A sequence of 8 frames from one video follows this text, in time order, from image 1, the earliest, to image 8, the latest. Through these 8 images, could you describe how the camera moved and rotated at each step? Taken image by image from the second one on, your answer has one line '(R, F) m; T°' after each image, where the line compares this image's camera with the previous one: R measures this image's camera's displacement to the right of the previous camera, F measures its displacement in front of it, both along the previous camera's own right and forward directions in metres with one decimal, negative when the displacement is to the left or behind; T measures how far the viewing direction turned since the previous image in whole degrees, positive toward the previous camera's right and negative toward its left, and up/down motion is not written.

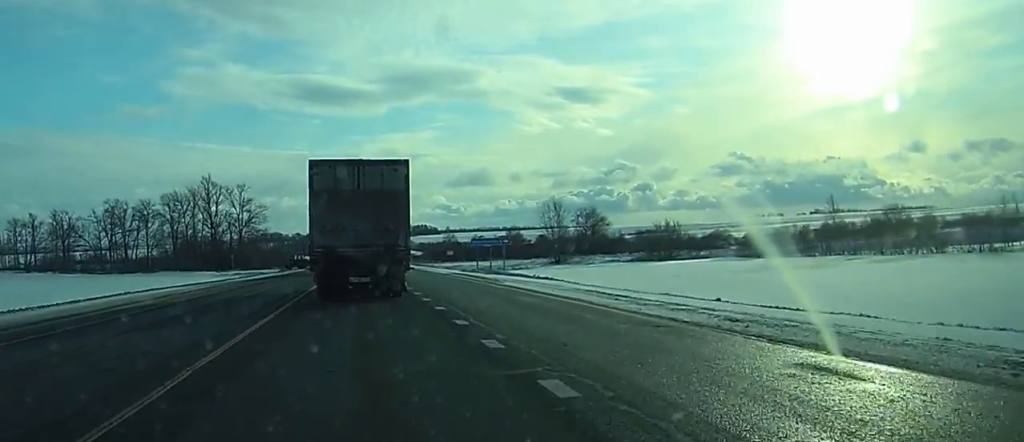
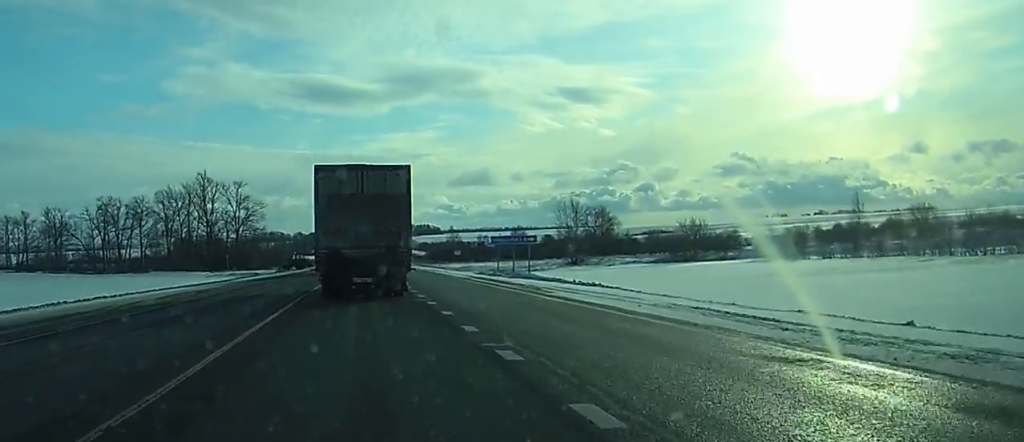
(0.0, +9.2) m; 0°
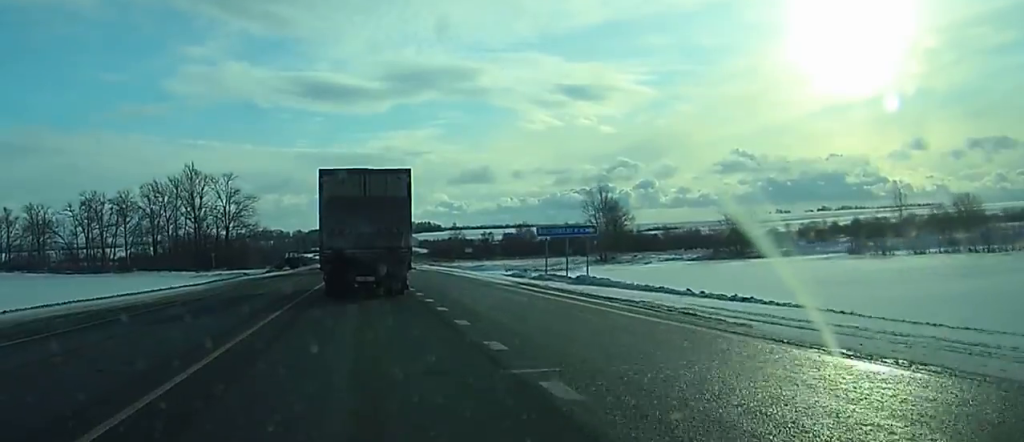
(0.0, +14.9) m; -1°
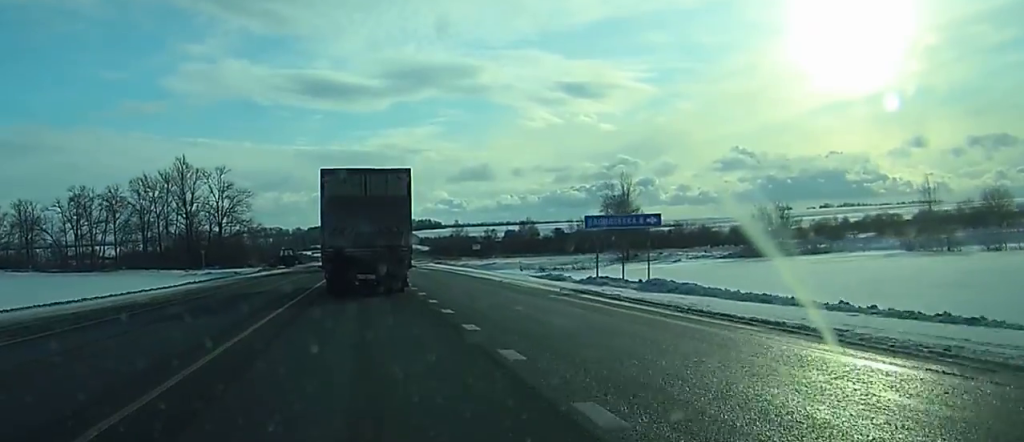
(-0.1, +9.2) m; -1°
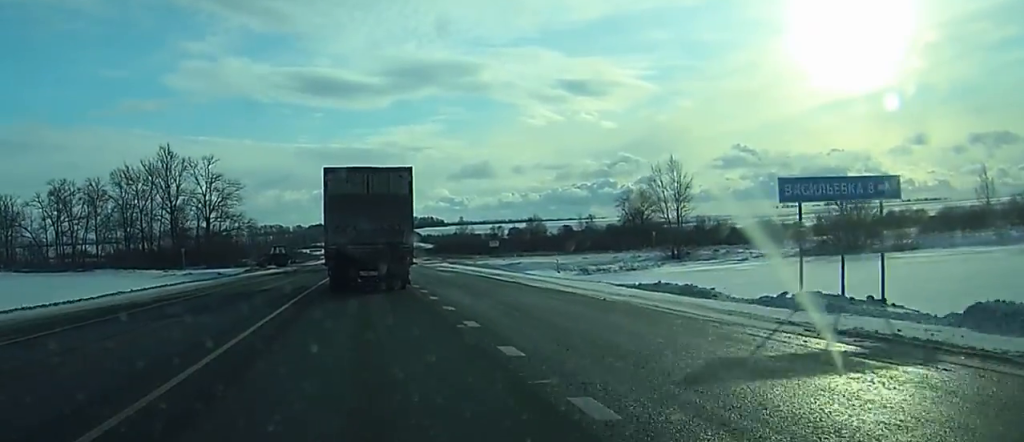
(-0.1, +15.6) m; 0°
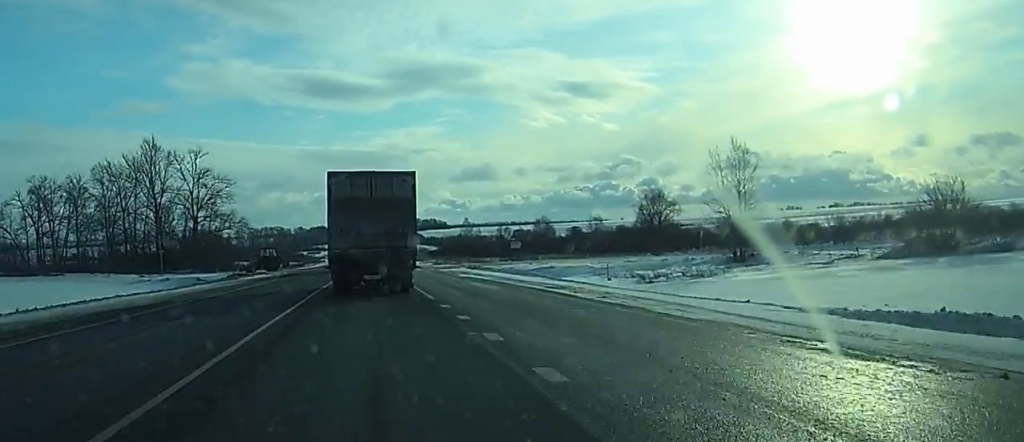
(0.0, +13.9) m; 0°
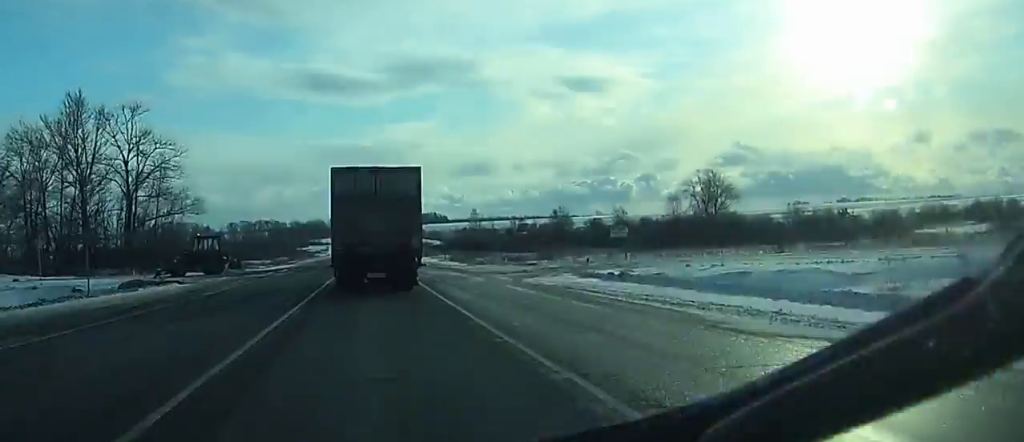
(+0.2, +39.3) m; +1°
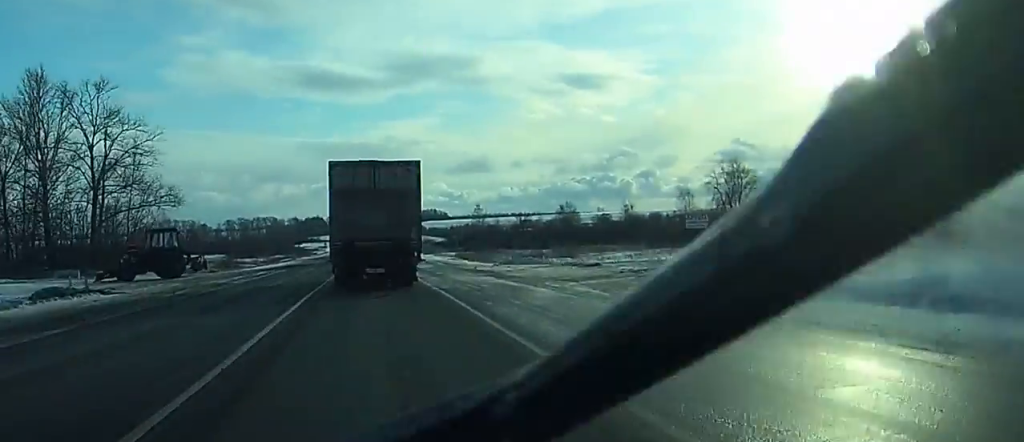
(0.0, +13.7) m; 0°
